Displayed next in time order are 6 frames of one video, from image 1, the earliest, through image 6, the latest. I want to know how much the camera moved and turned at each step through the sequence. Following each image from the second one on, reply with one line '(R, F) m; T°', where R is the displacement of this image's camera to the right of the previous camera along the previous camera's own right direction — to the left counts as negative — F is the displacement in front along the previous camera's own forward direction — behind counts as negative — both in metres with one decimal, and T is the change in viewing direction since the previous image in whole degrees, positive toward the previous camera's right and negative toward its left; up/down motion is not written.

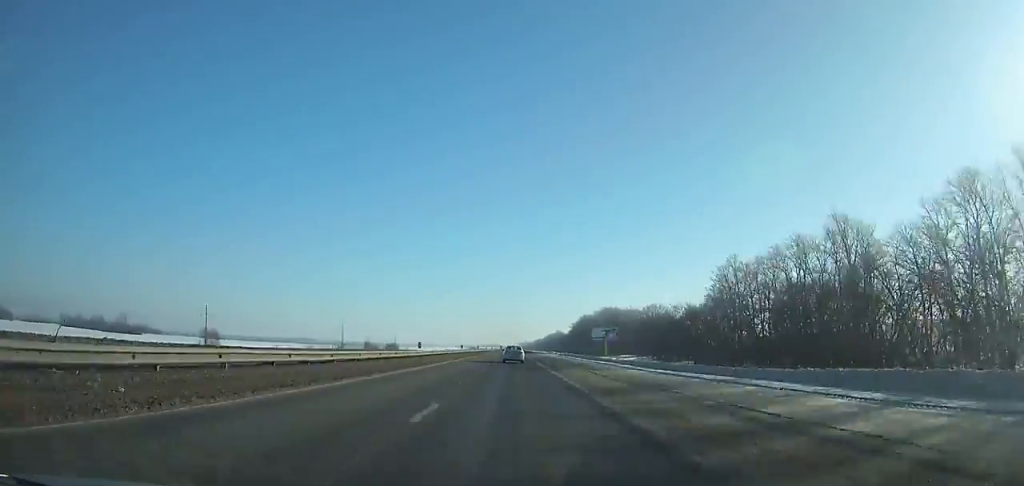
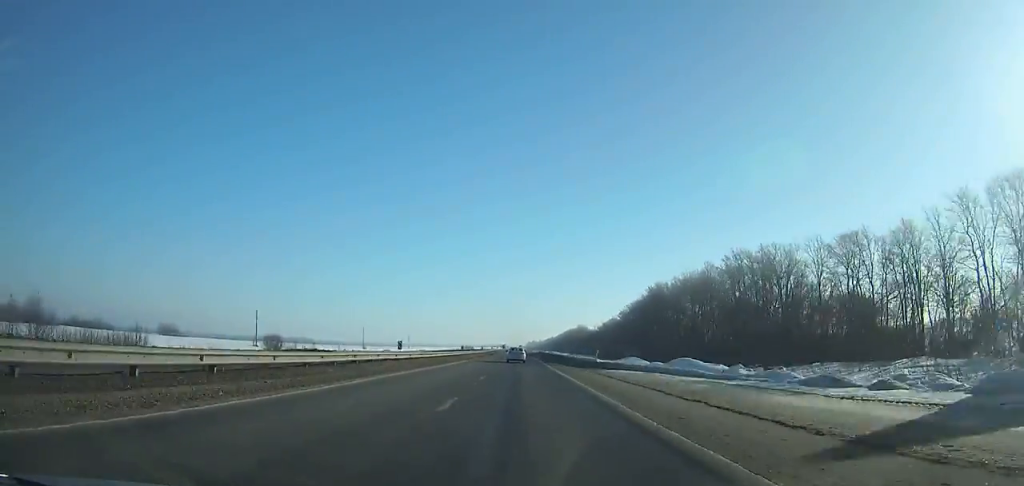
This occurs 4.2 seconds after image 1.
(-0.5, +118.5) m; 0°
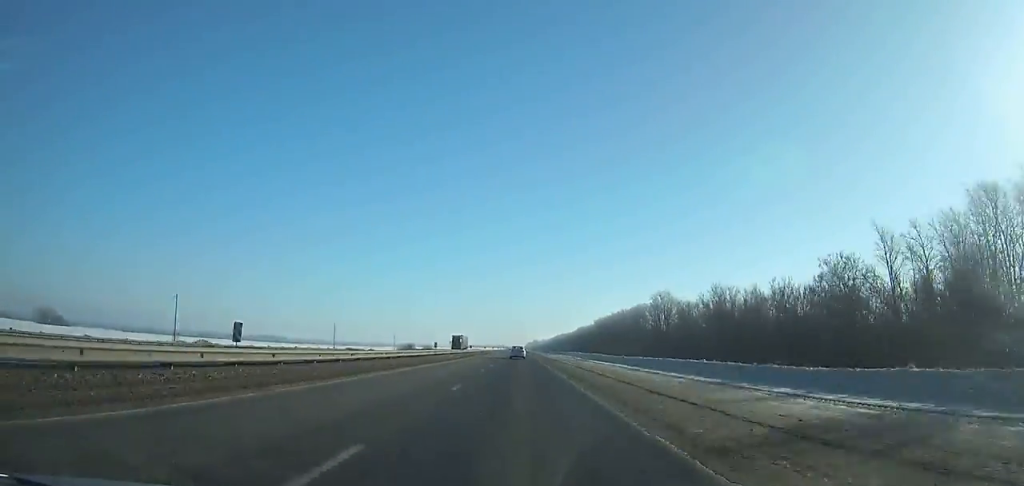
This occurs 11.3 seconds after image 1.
(+0.4, +199.3) m; 0°
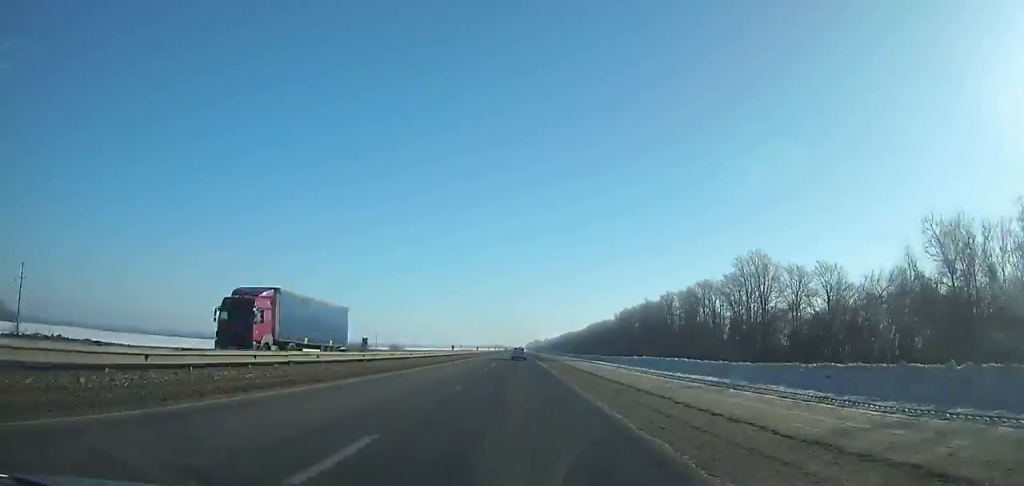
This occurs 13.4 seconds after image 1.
(0.0, +59.1) m; 0°
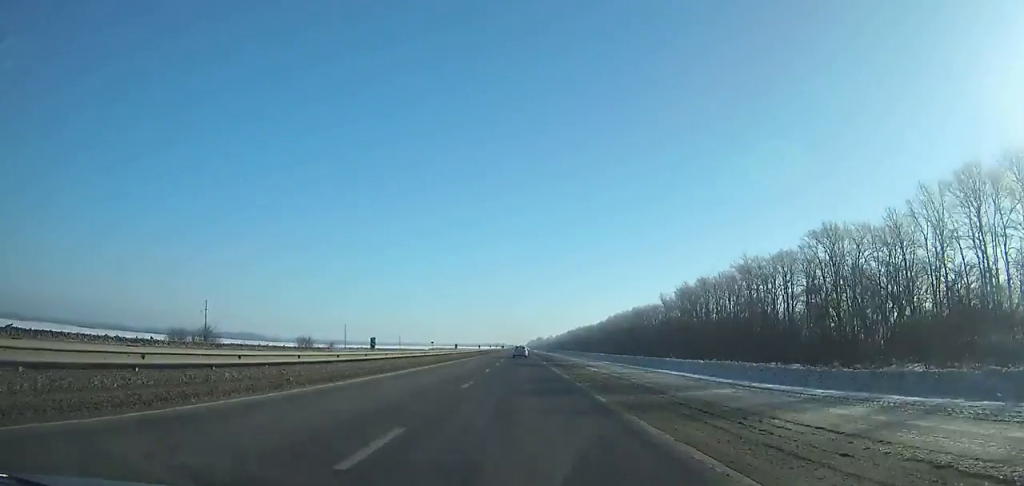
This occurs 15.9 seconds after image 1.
(0.0, +70.5) m; 0°
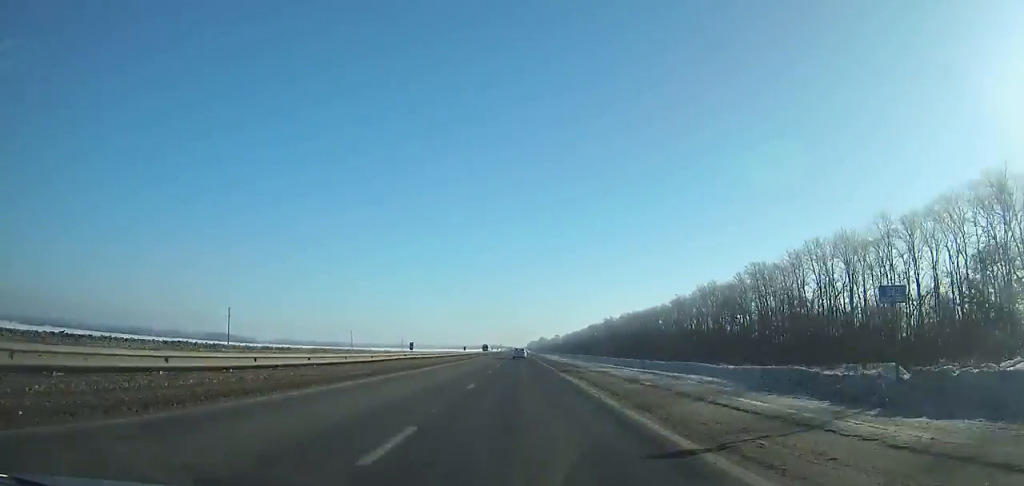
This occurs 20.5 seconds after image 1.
(+0.1, +129.4) m; 0°
